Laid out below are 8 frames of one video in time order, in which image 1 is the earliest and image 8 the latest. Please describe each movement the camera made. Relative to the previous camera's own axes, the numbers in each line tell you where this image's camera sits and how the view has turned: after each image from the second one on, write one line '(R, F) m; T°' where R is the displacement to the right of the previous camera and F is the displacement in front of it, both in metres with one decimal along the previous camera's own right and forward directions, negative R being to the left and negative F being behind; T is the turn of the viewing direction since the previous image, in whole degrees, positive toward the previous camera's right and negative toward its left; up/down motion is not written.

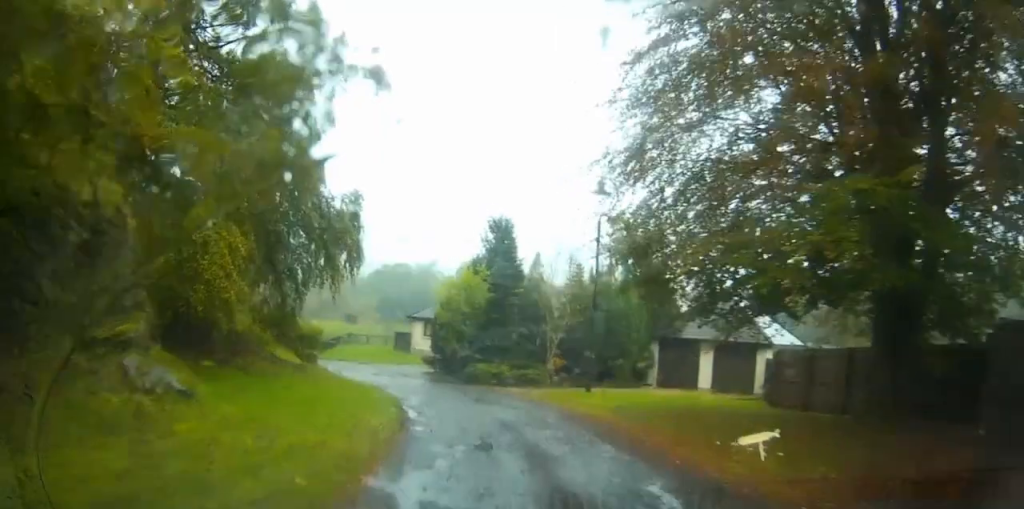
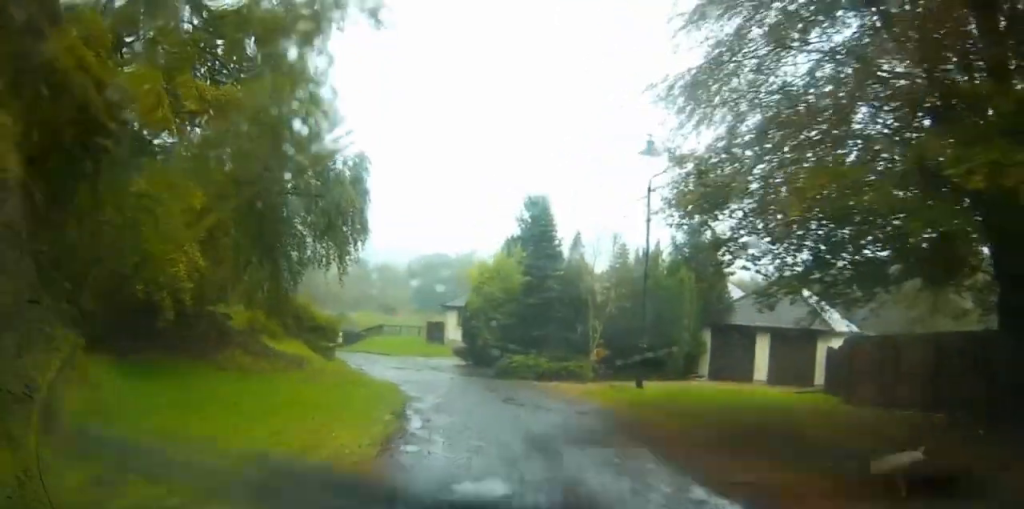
(+0.1, +3.3) m; +2°
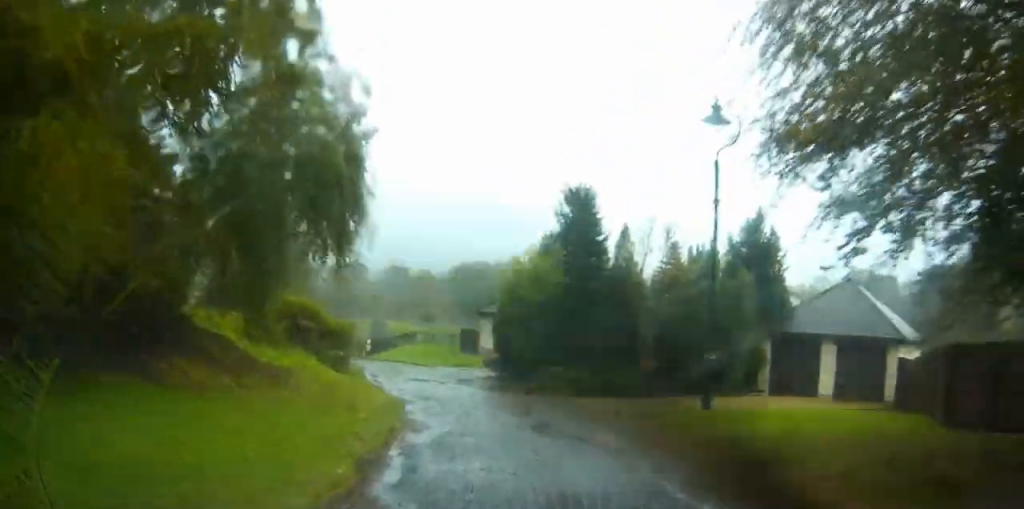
(+0.1, +3.8) m; +2°
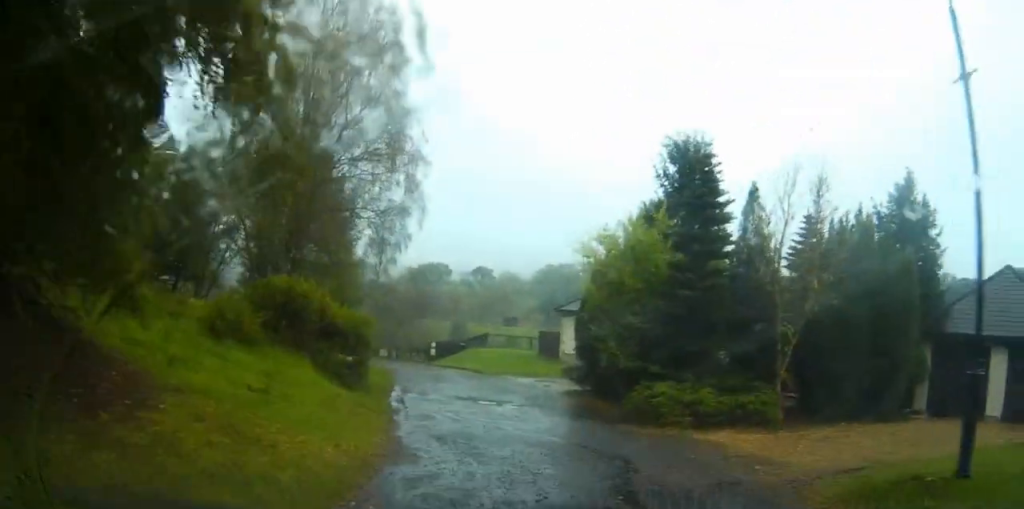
(-0.2, +8.1) m; -8°
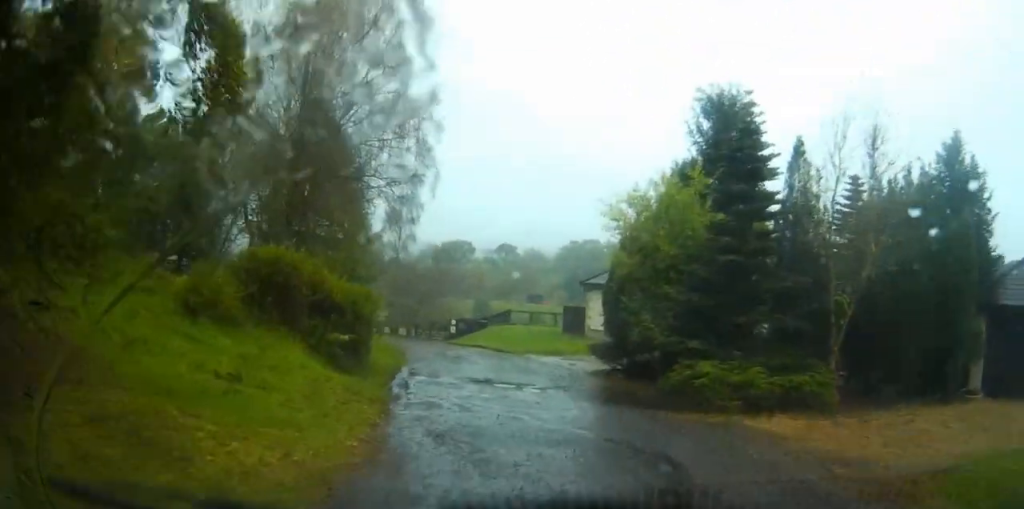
(-0.2, +2.4) m; -4°
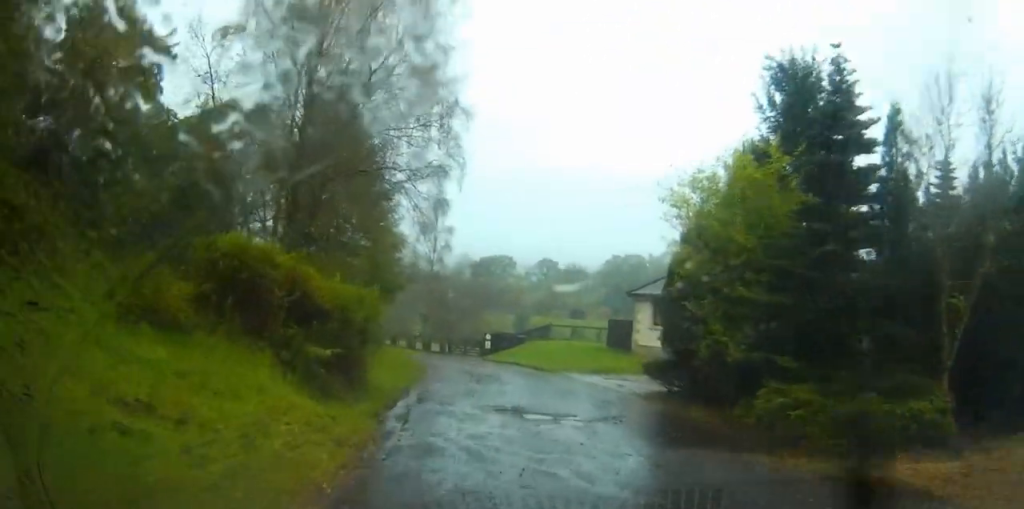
(-0.2, +4.0) m; -16°
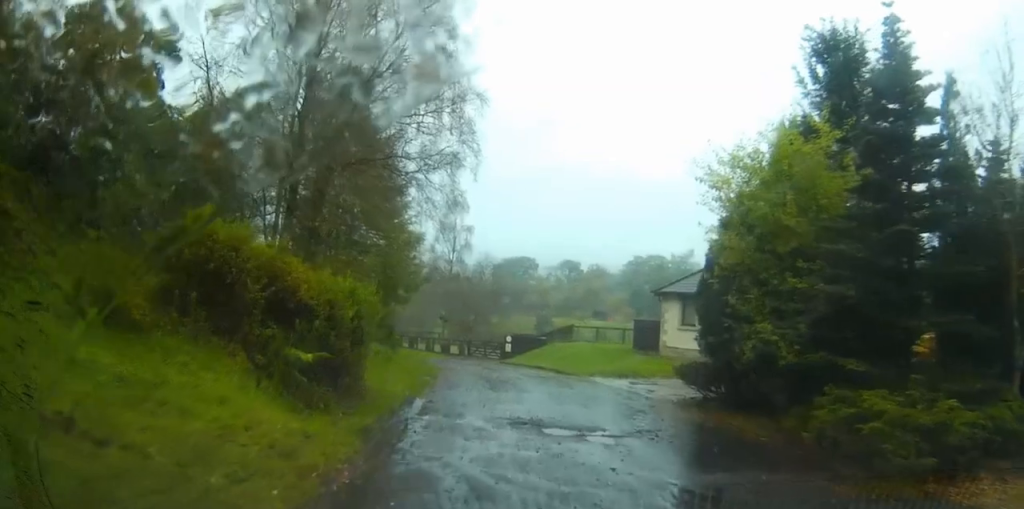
(+0.2, +1.9) m; -10°
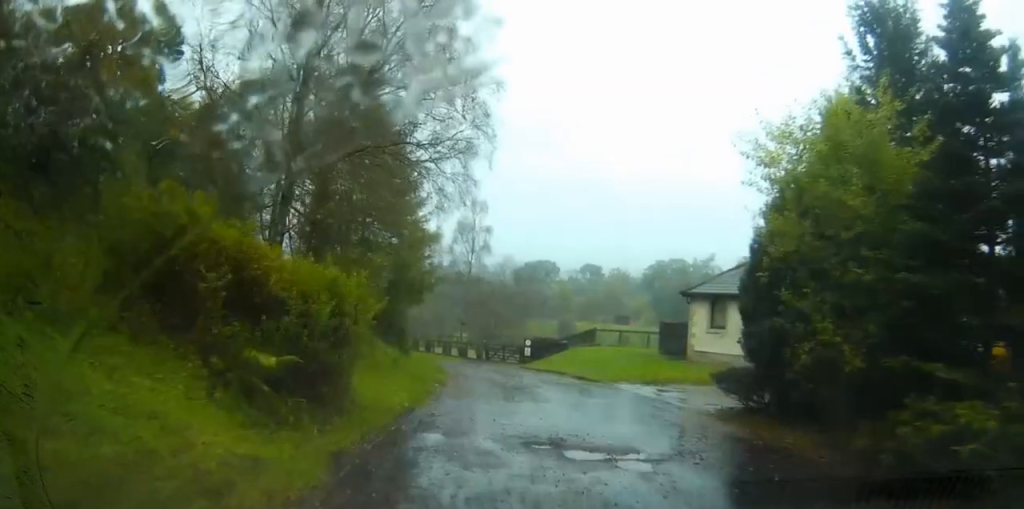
(-0.8, +1.9) m; -9°
